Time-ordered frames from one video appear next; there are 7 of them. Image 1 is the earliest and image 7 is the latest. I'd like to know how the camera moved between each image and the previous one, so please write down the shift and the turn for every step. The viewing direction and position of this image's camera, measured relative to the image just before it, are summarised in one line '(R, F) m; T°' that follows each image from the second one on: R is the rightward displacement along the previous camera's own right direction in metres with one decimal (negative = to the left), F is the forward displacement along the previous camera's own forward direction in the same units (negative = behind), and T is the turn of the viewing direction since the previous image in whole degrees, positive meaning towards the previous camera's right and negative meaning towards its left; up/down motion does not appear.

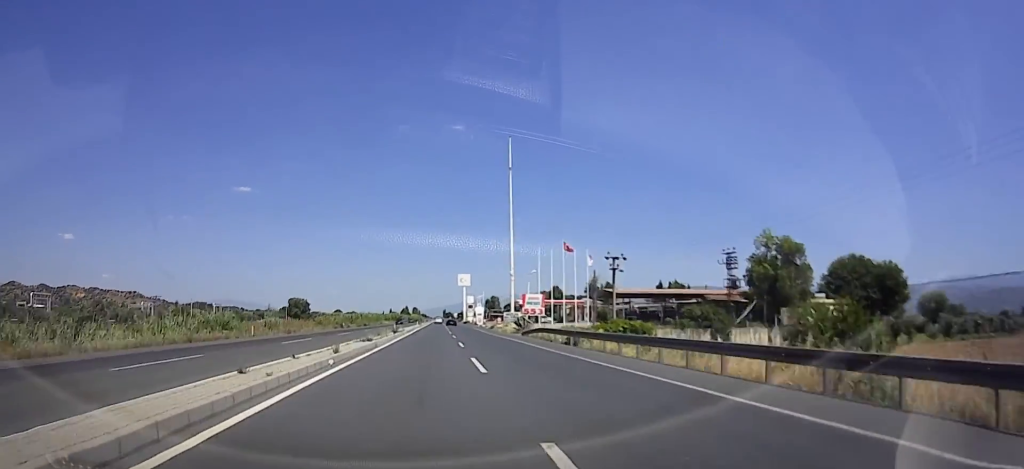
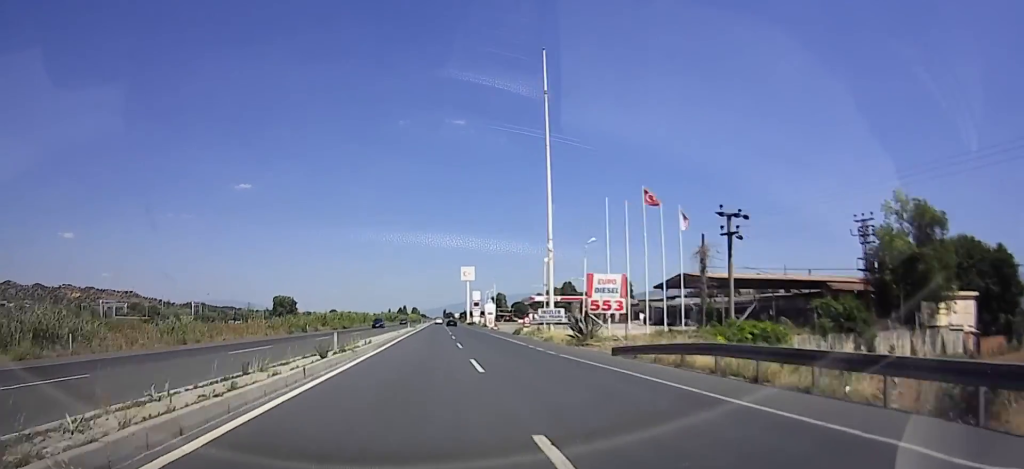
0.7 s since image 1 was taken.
(+0.2, +22.9) m; 0°
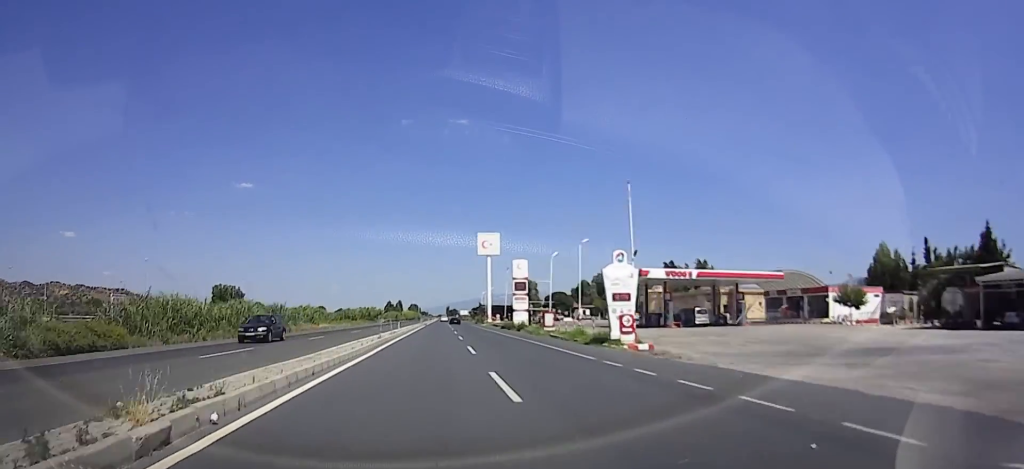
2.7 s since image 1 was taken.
(-1.5, +63.7) m; -2°
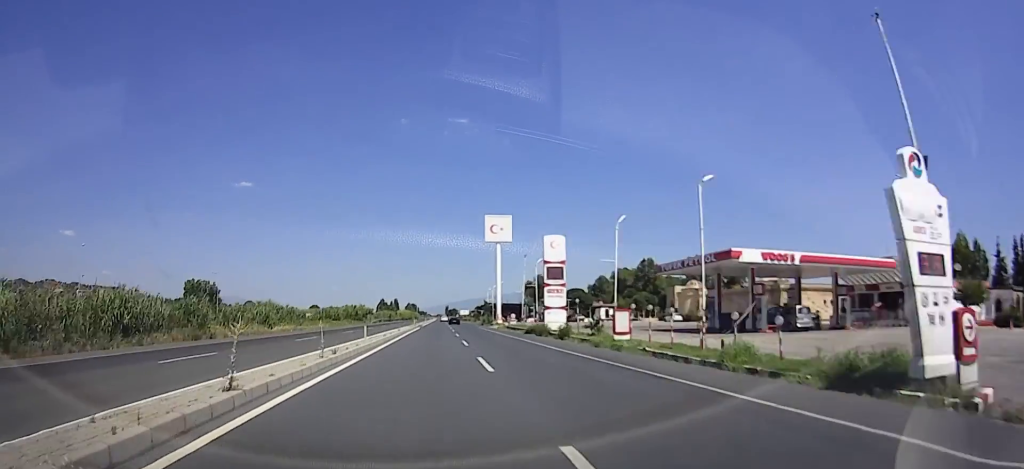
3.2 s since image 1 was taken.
(0.0, +18.2) m; 0°
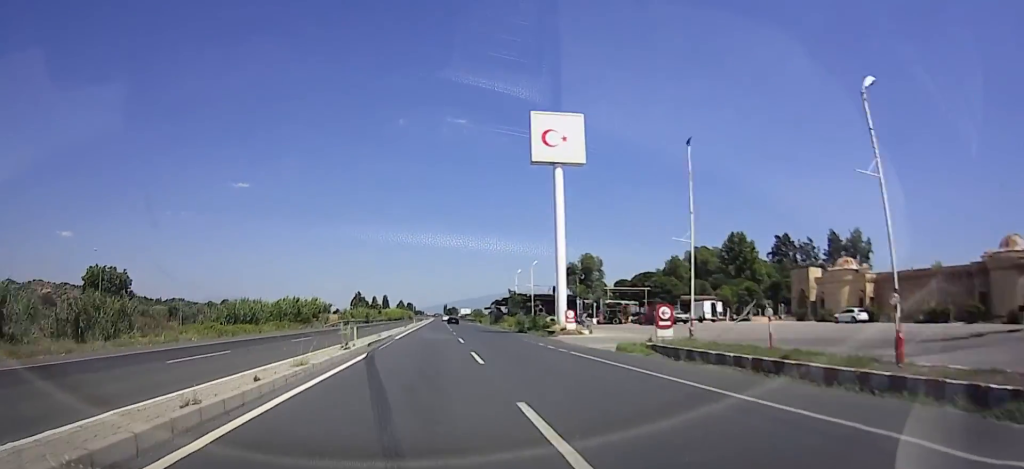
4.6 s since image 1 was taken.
(+0.9, +45.4) m; +3°
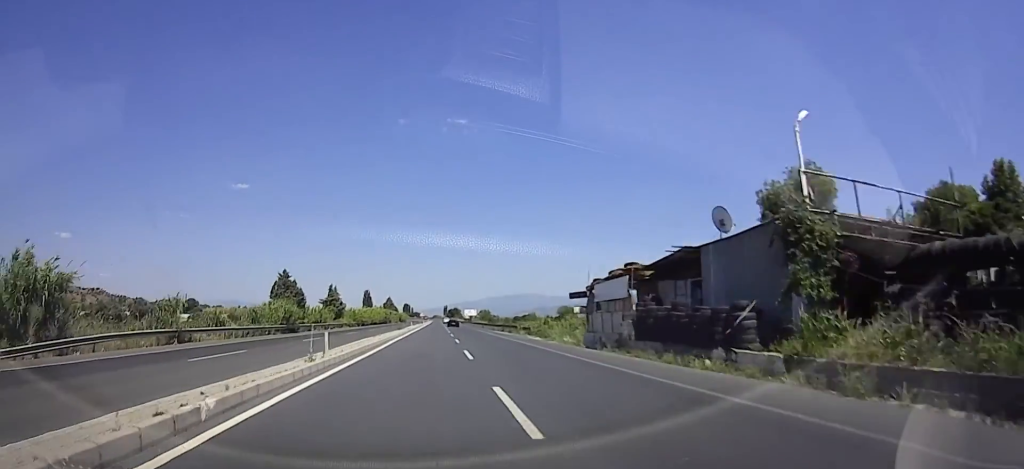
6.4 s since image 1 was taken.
(-0.6, +60.9) m; -2°
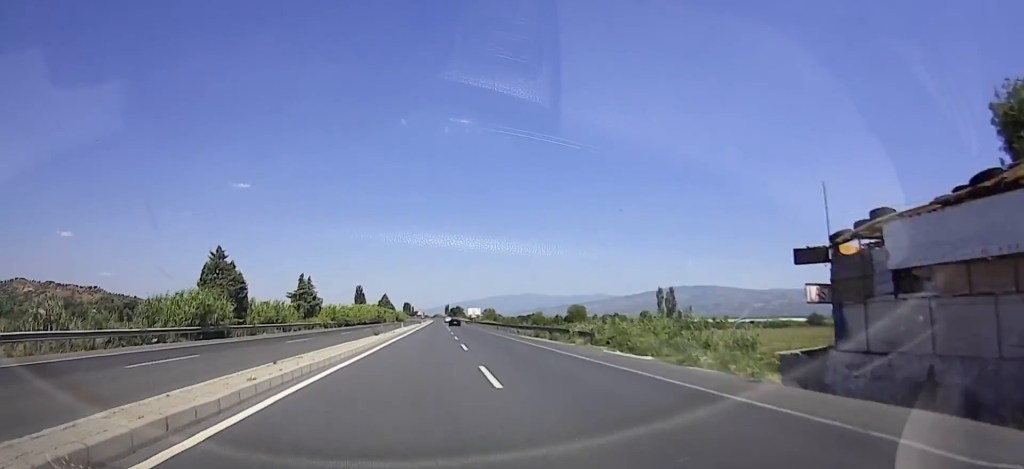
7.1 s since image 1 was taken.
(+0.1, +23.6) m; +1°
